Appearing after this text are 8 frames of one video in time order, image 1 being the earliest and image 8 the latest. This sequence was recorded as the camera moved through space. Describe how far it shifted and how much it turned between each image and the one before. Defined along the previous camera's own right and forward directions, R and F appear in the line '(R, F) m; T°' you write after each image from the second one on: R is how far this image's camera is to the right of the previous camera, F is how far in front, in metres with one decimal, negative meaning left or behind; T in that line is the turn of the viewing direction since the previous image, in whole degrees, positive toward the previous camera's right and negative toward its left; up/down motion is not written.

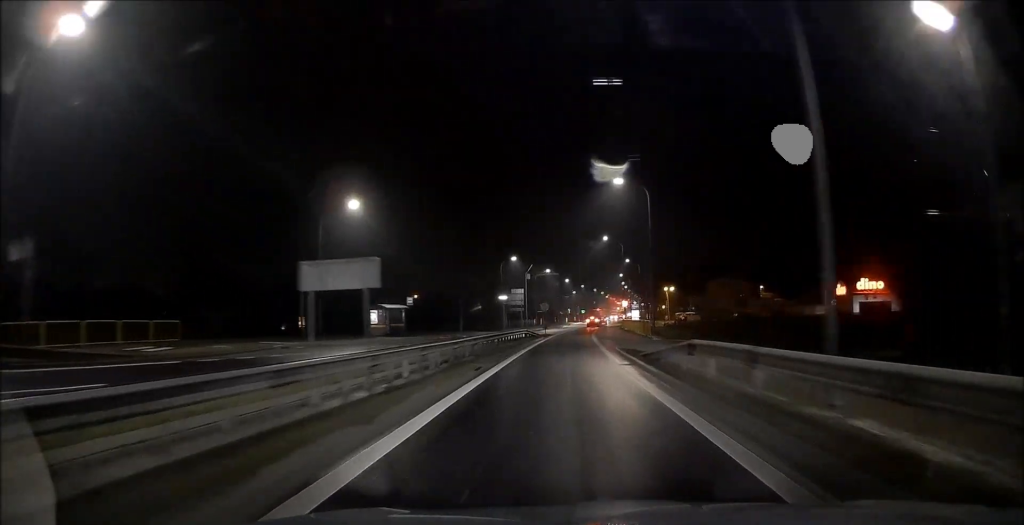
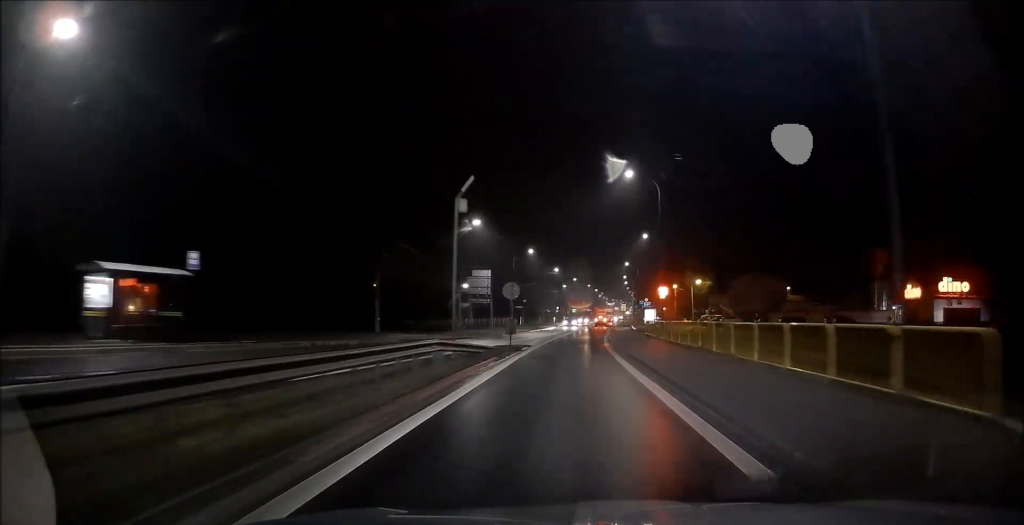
(-0.3, +30.5) m; 0°
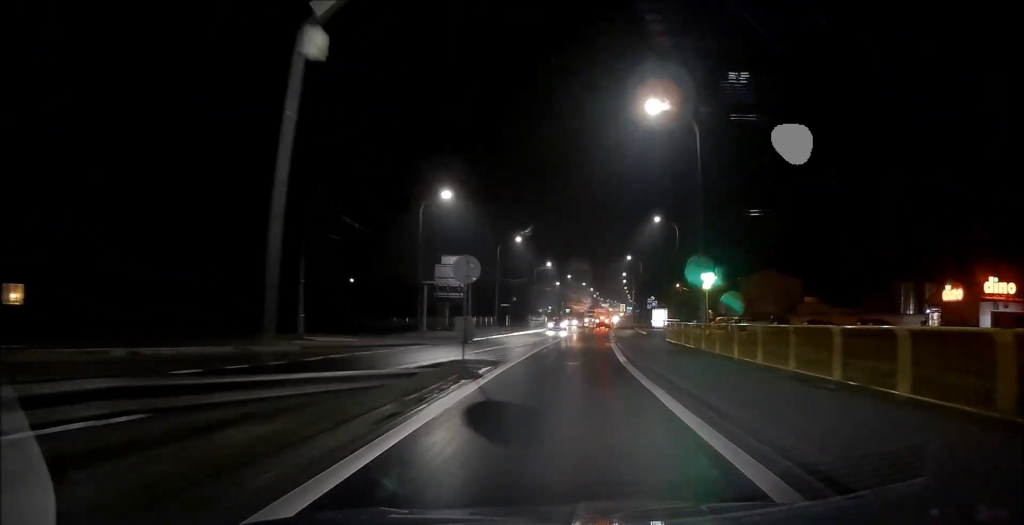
(+0.1, +12.3) m; 0°
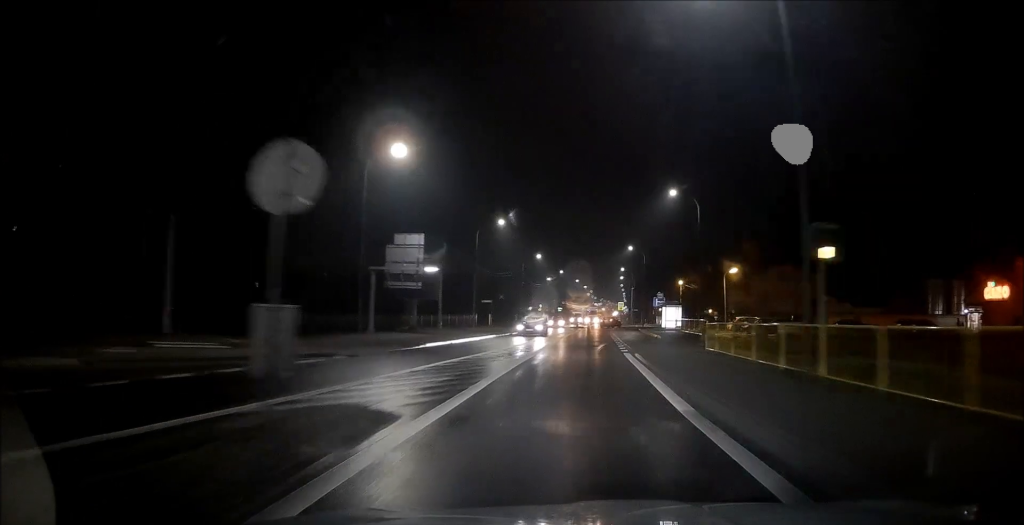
(0.0, +11.3) m; 0°
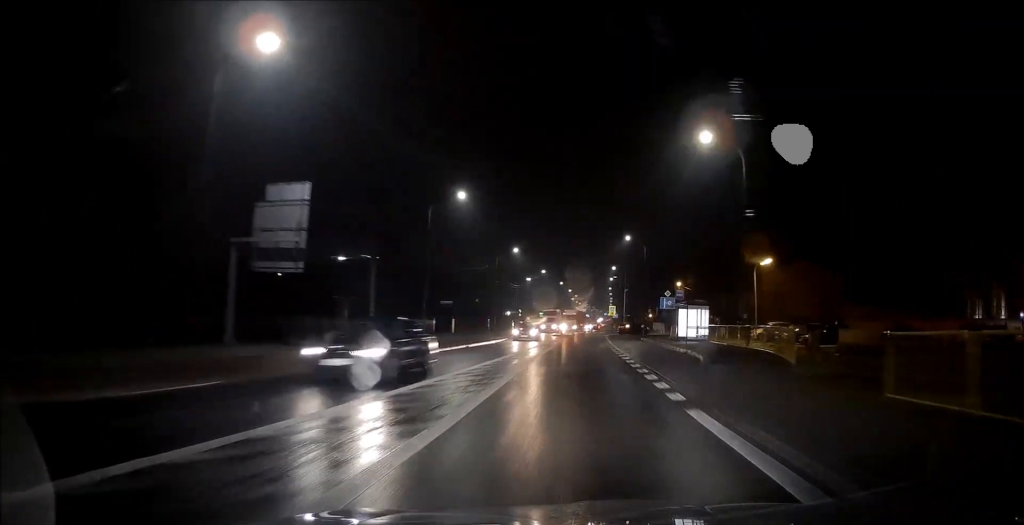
(+0.1, +14.4) m; +1°
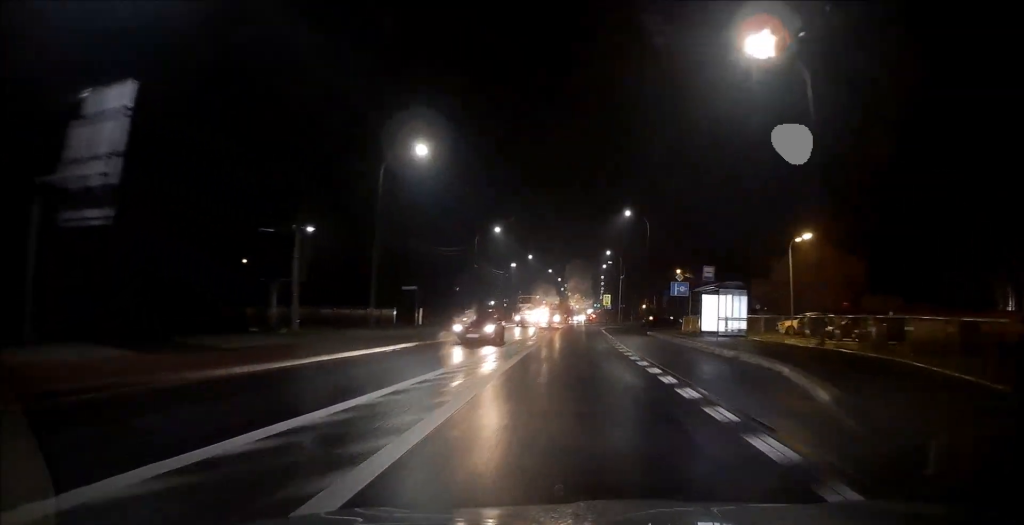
(+0.1, +9.4) m; +1°
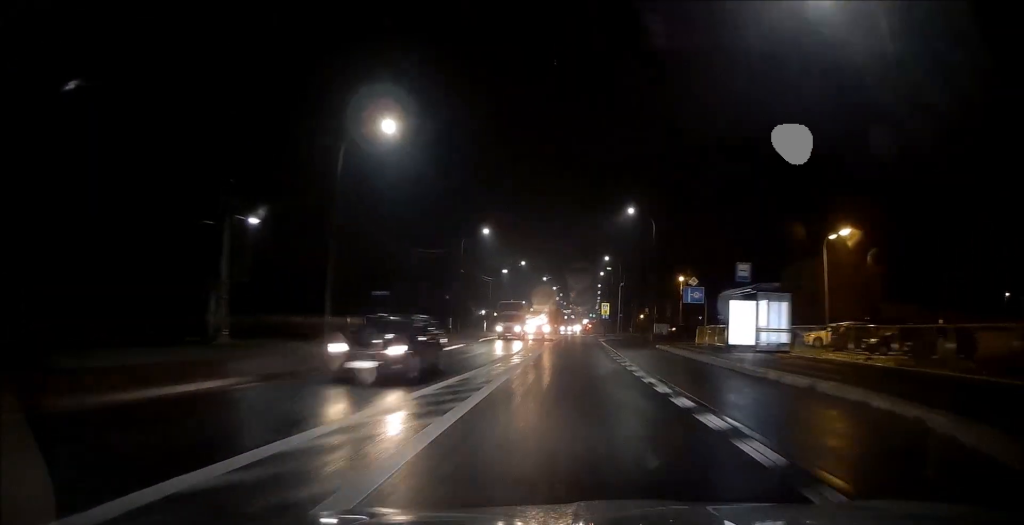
(+0.1, +5.8) m; +1°
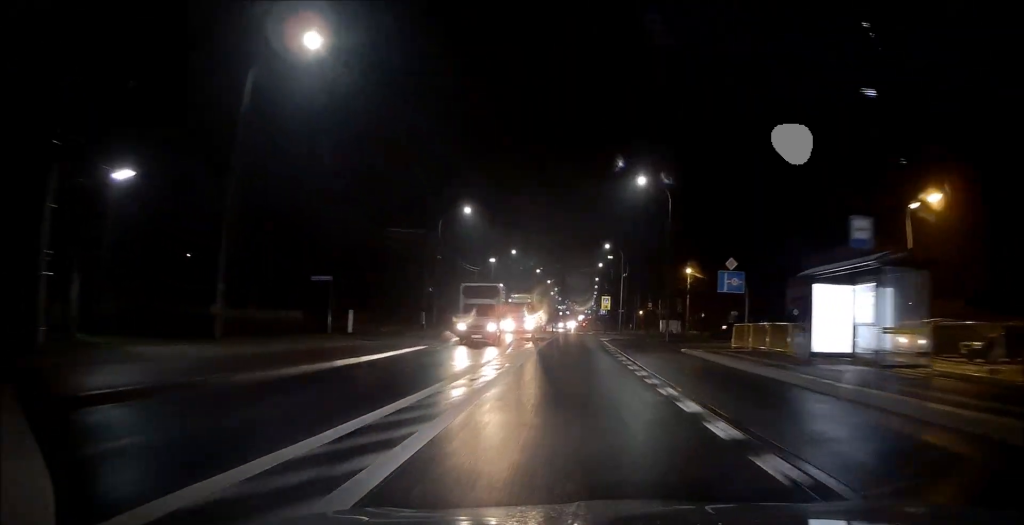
(+0.1, +9.0) m; +1°
